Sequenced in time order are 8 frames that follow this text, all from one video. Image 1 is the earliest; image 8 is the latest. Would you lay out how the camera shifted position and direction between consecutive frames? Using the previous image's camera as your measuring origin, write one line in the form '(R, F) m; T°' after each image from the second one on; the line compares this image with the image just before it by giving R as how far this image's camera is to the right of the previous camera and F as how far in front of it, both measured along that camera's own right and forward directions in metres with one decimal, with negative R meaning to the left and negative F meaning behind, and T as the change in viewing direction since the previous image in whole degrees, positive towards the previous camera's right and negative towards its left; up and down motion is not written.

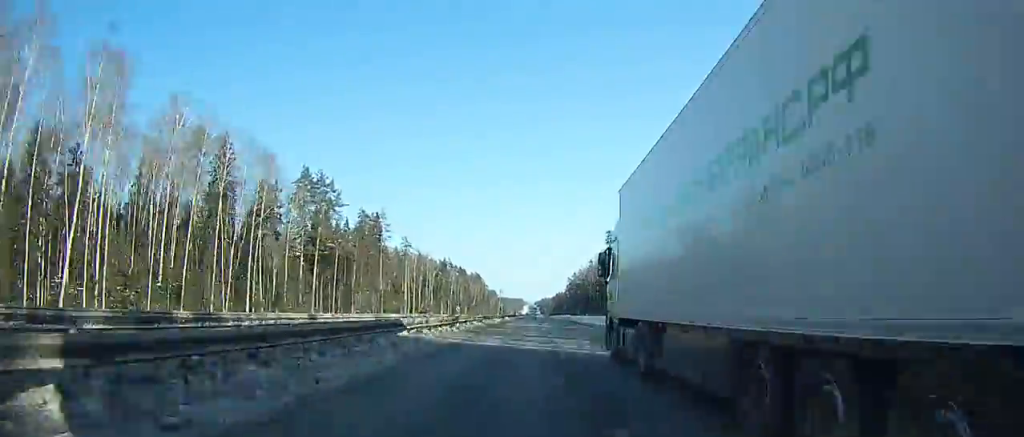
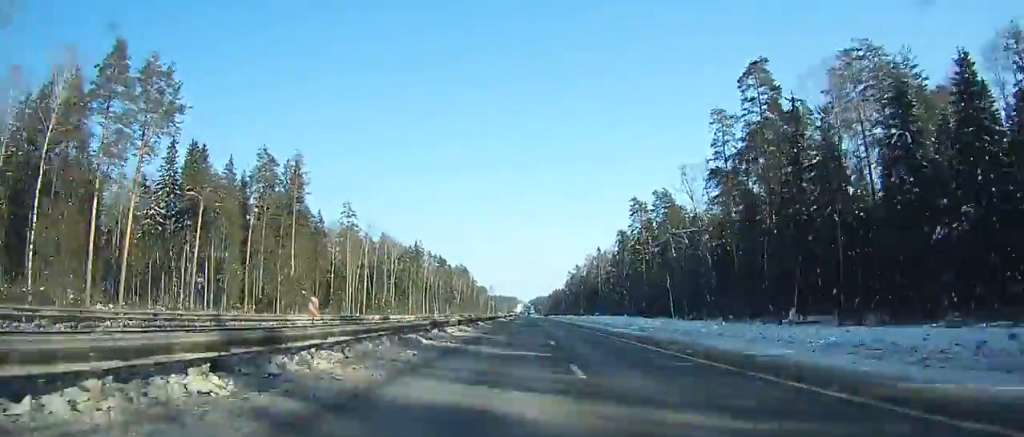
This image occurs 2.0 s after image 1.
(0.0, +64.3) m; 0°
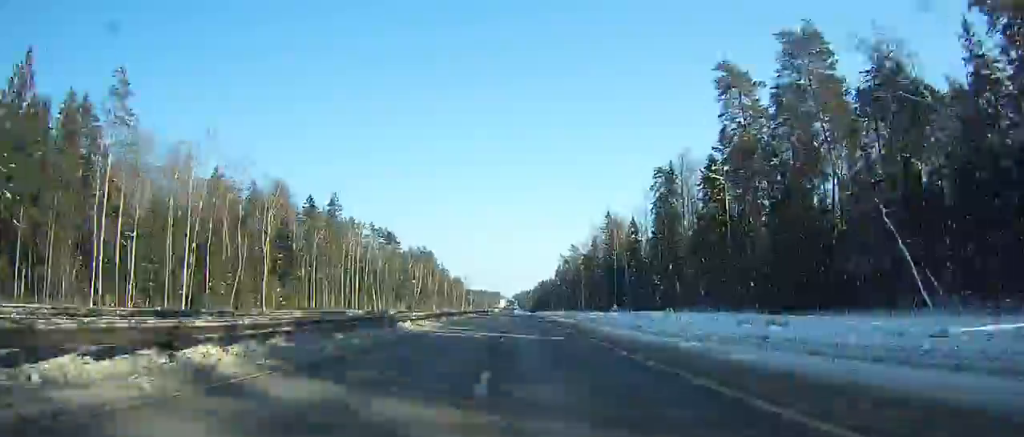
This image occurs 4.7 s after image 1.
(+0.8, +85.7) m; 0°
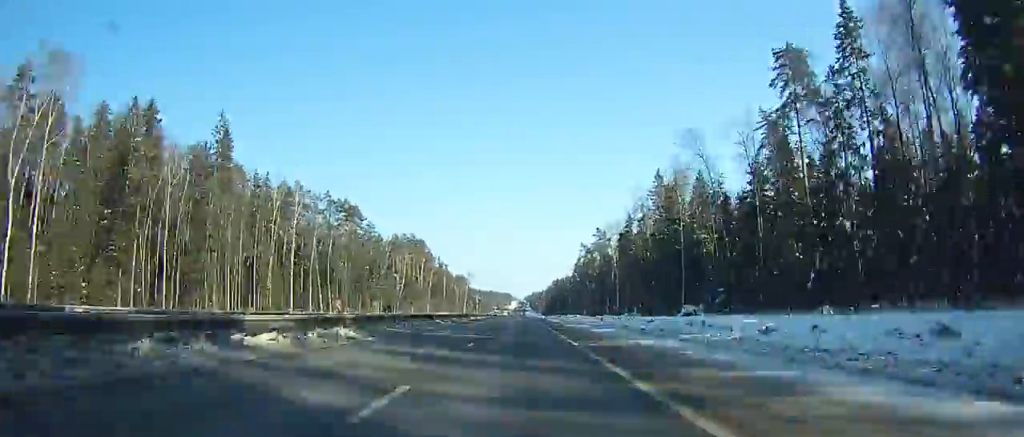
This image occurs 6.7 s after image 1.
(-0.1, +62.3) m; -1°
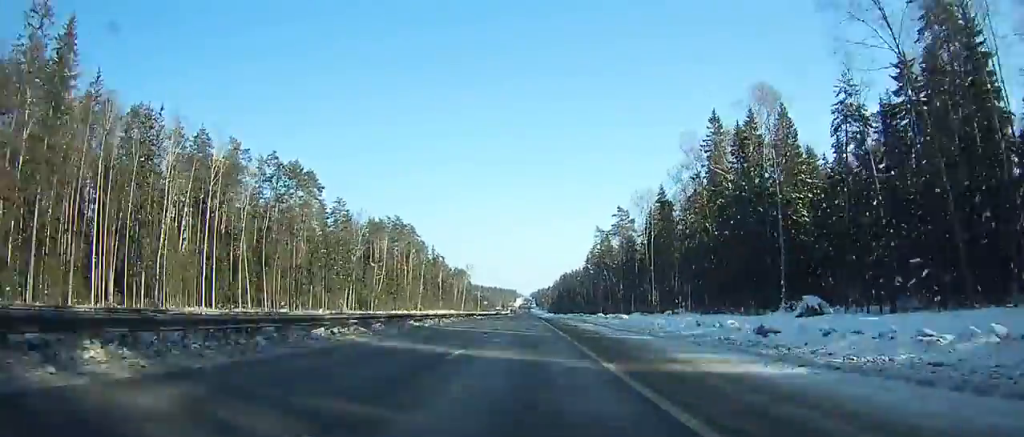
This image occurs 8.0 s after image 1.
(-0.1, +39.9) m; 0°
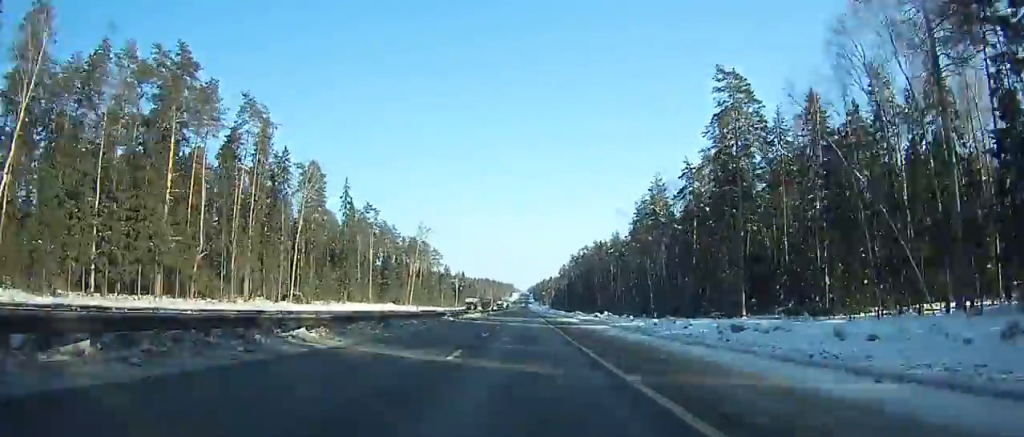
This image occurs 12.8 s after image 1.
(-0.7, +144.6) m; 0°
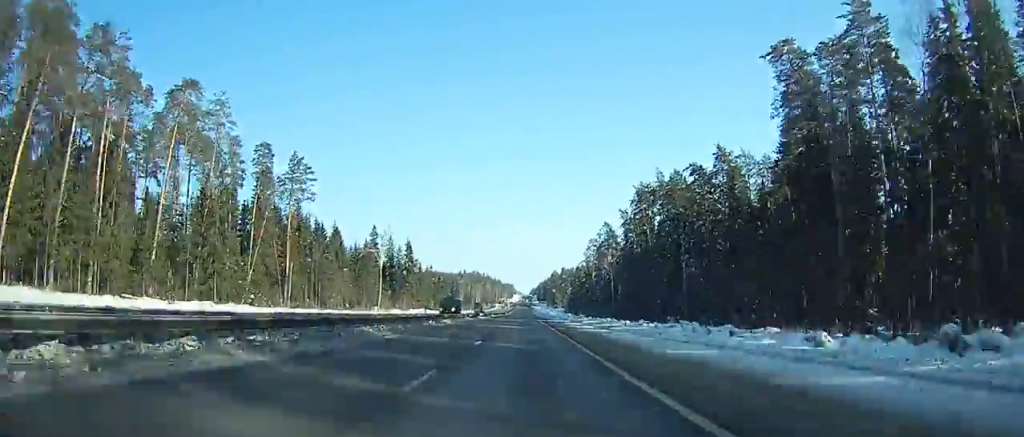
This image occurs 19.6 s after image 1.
(-0.5, +198.9) m; 0°
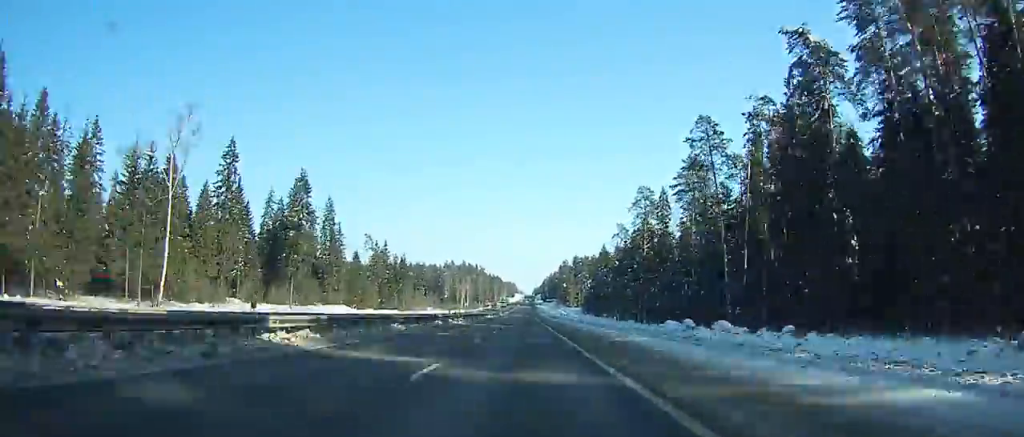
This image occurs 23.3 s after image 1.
(-0.3, +106.8) m; 0°
